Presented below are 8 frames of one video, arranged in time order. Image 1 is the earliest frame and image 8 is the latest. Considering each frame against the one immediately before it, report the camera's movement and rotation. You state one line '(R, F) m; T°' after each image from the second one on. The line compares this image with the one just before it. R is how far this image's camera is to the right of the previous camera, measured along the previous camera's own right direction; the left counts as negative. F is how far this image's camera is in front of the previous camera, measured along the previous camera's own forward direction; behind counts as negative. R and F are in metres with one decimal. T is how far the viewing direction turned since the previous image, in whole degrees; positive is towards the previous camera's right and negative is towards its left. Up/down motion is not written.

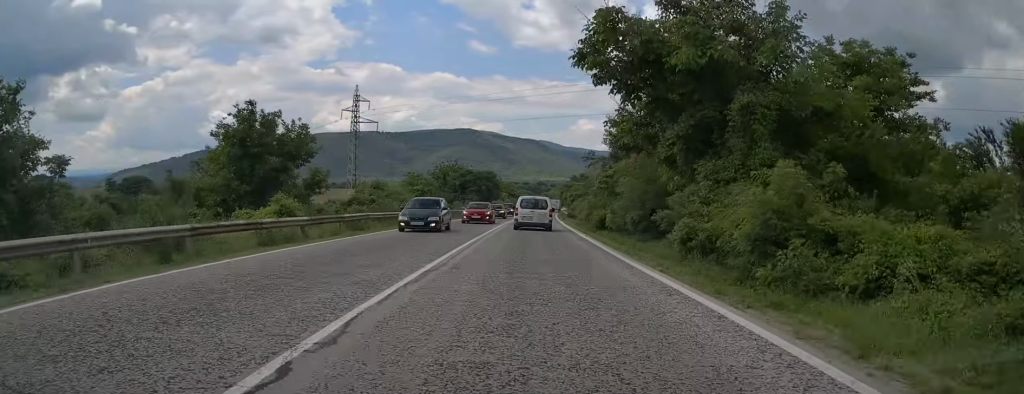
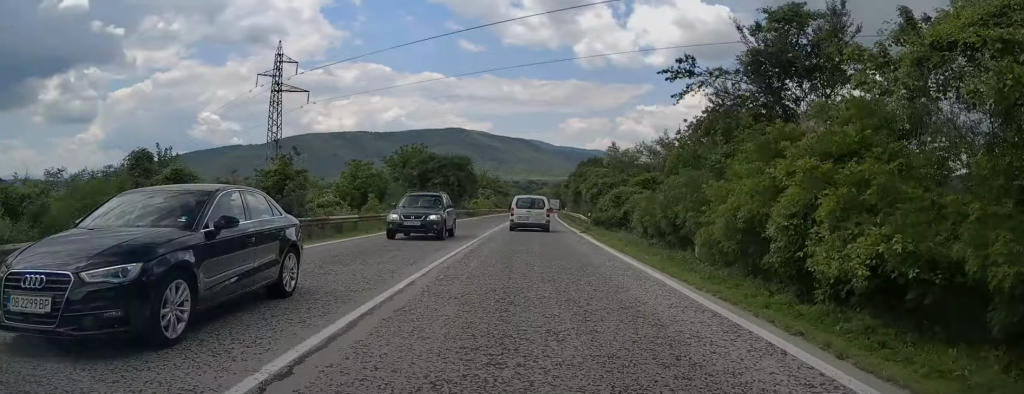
(+0.3, +28.1) m; +1°
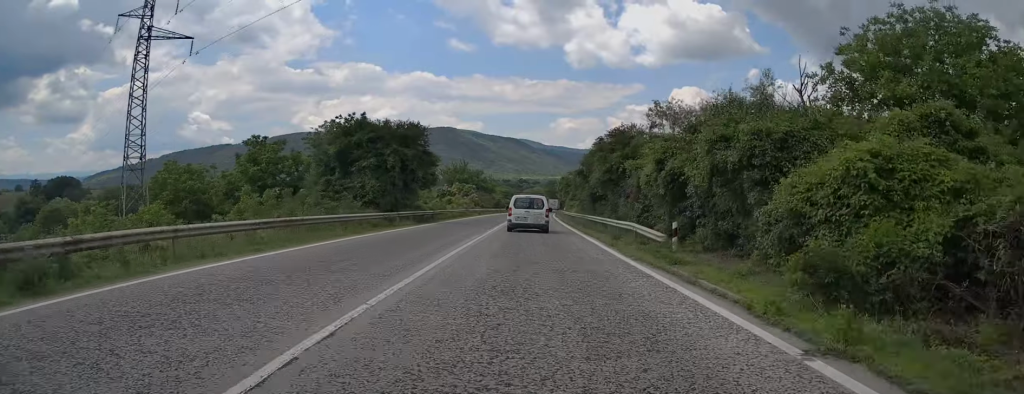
(+0.2, +24.9) m; 0°
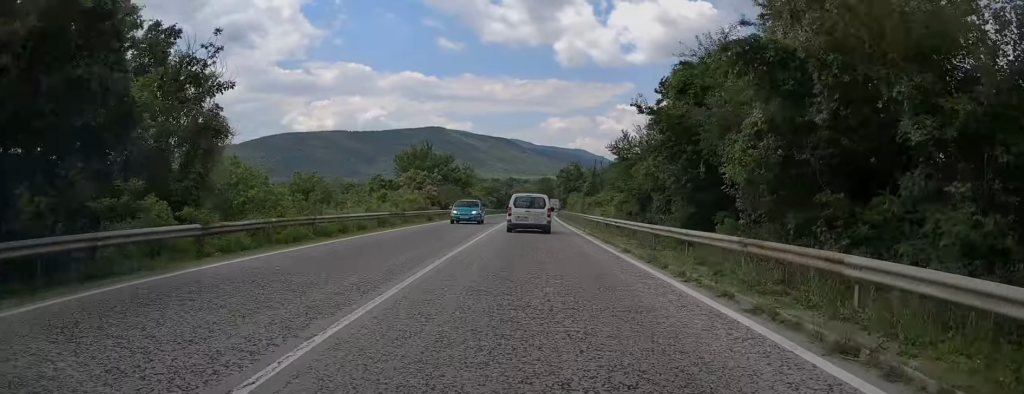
(0.0, +32.3) m; 0°
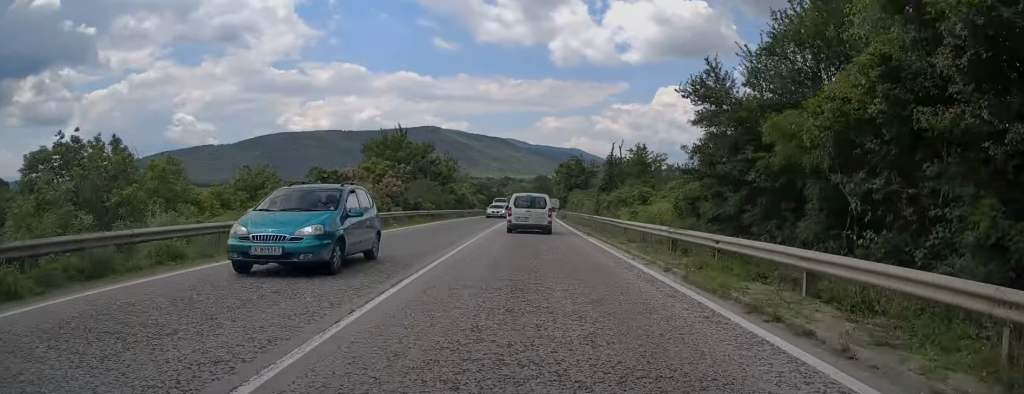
(0.0, +13.8) m; +1°
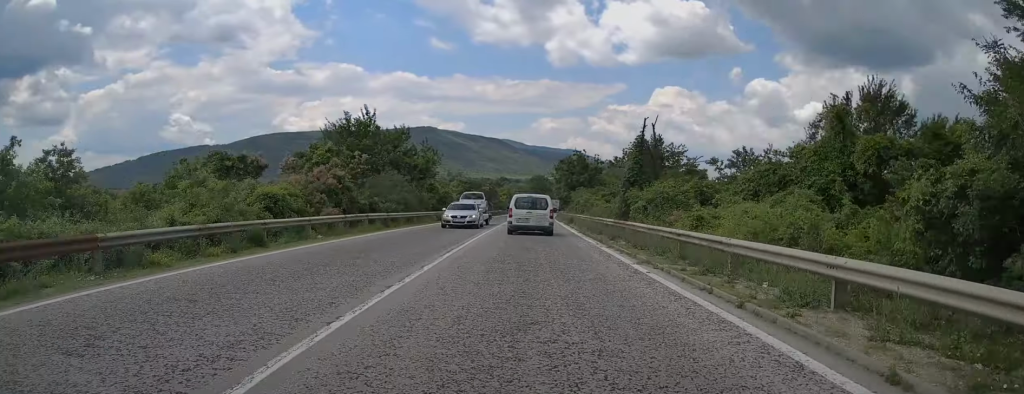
(-0.1, +12.3) m; +1°
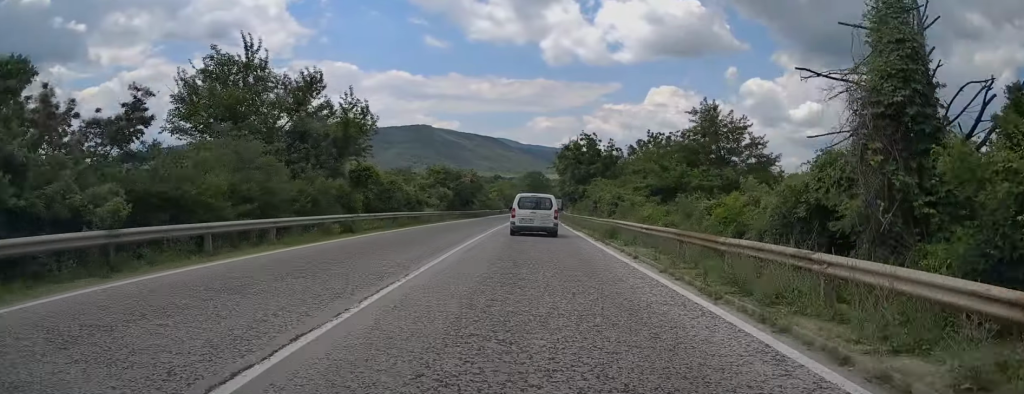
(+0.4, +22.3) m; +1°
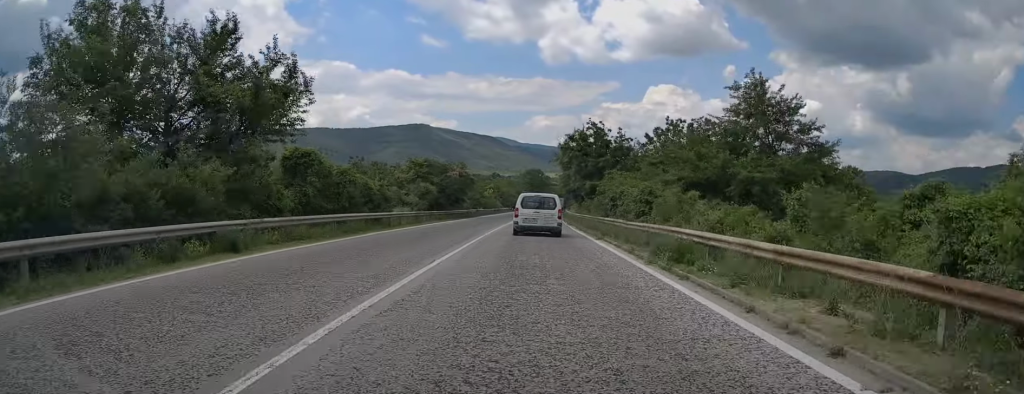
(0.0, +10.0) m; 0°
